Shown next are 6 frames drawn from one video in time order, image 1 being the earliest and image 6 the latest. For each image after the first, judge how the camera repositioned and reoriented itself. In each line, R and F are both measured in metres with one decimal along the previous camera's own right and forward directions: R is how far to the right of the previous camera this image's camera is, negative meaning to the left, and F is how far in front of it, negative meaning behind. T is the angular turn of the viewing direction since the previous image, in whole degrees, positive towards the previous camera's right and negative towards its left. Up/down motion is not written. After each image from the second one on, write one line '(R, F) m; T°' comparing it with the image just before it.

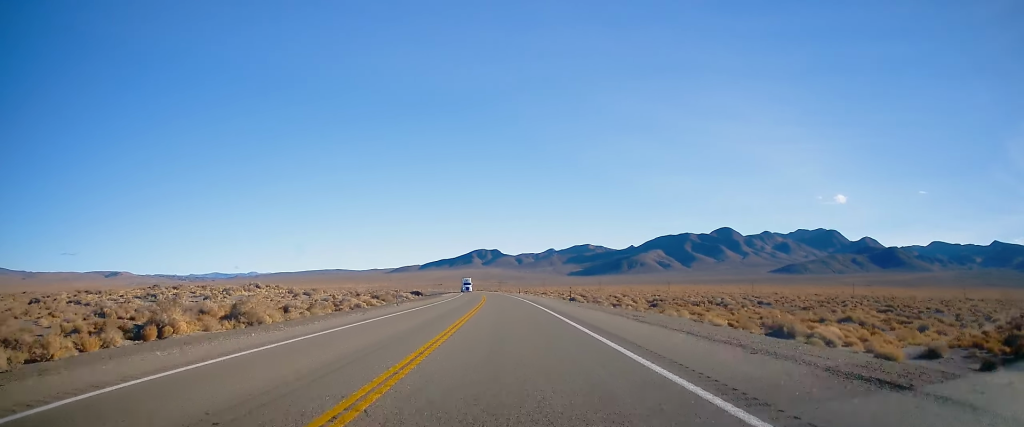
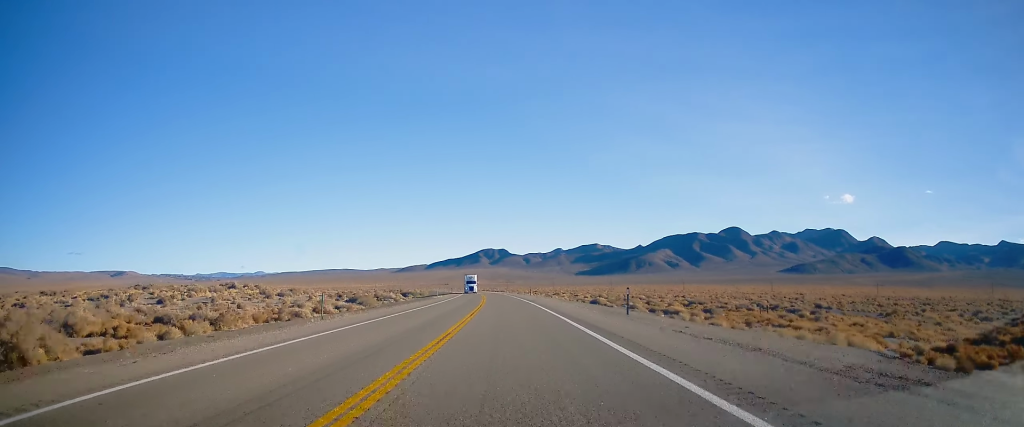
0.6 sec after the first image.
(-0.3, +19.7) m; -1°
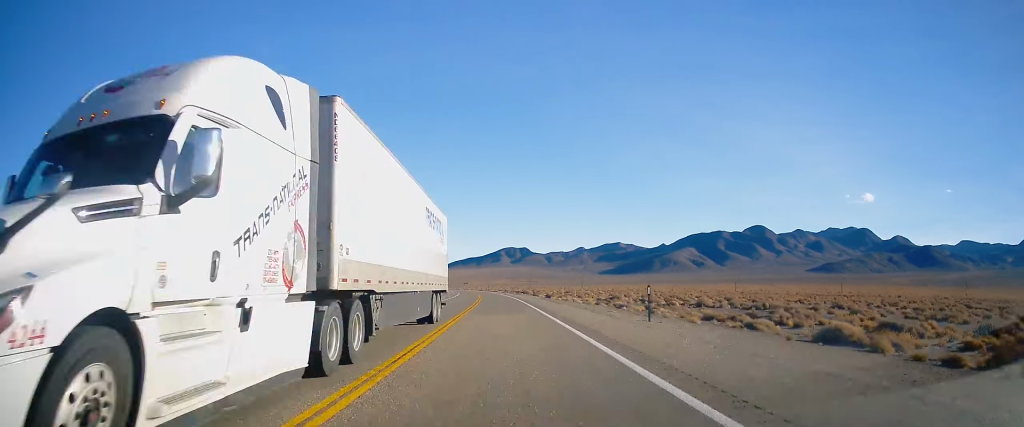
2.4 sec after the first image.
(-1.2, +64.5) m; -2°
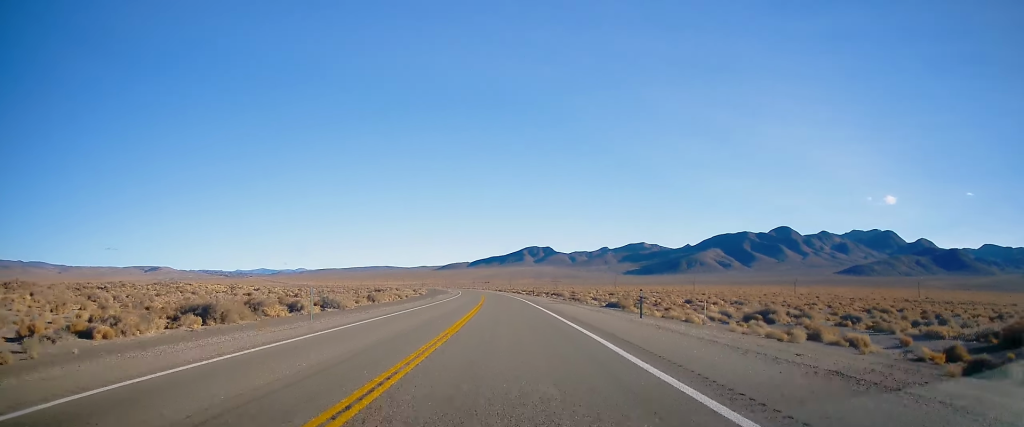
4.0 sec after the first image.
(-1.5, +52.2) m; -2°
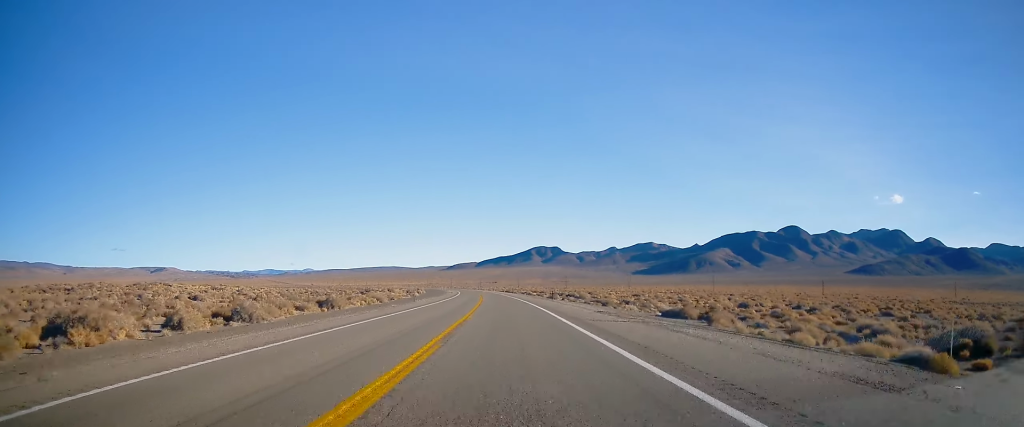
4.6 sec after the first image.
(+0.2, +22.8) m; 0°
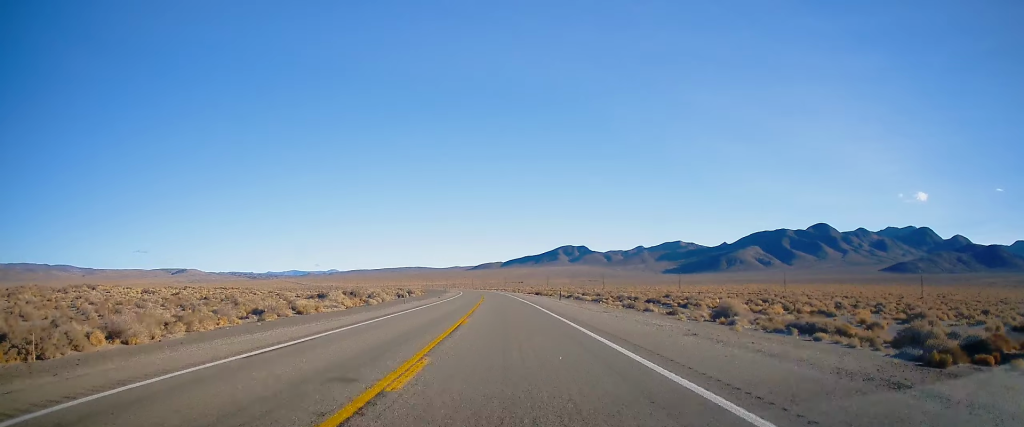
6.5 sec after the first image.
(-1.8, +63.4) m; -3°
